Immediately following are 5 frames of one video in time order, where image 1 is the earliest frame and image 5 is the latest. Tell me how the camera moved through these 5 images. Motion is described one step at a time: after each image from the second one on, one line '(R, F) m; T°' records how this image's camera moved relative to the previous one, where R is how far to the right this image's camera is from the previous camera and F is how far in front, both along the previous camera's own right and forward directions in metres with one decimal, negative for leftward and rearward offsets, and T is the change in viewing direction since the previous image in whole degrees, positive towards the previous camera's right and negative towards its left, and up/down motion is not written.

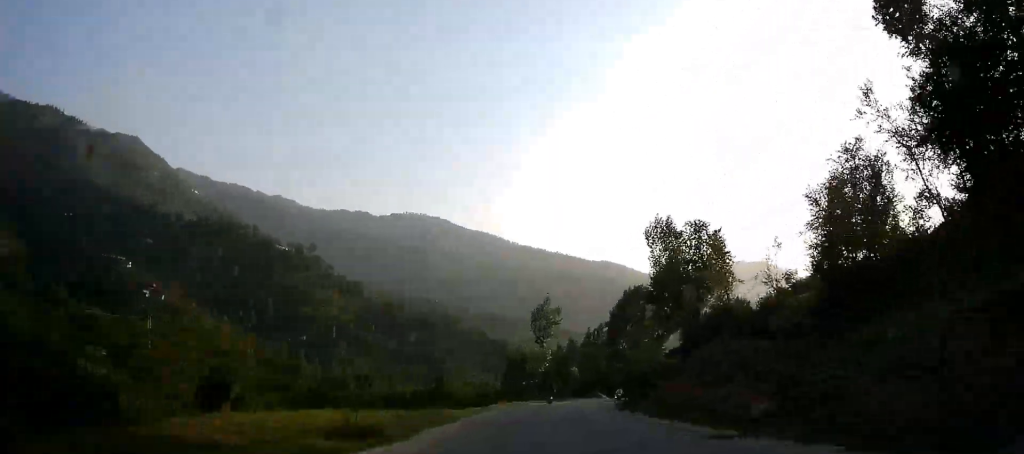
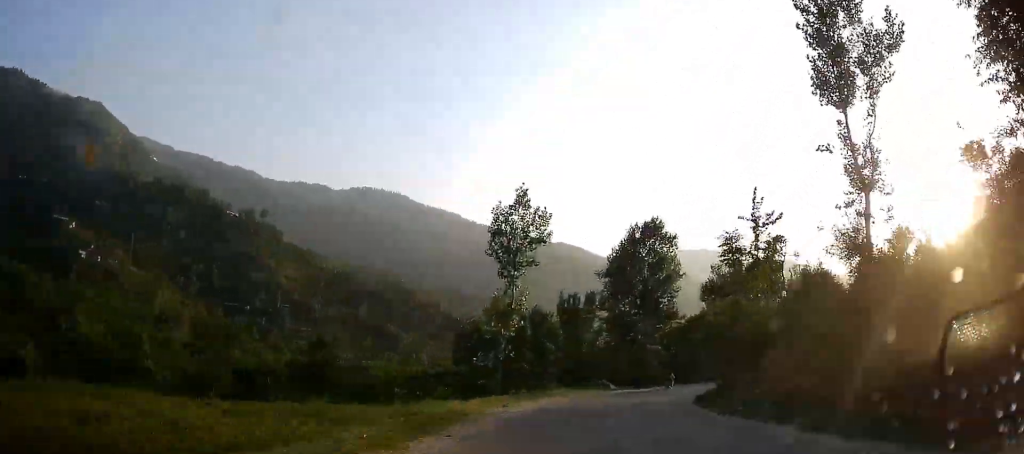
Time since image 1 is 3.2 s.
(-2.4, +28.7) m; -2°
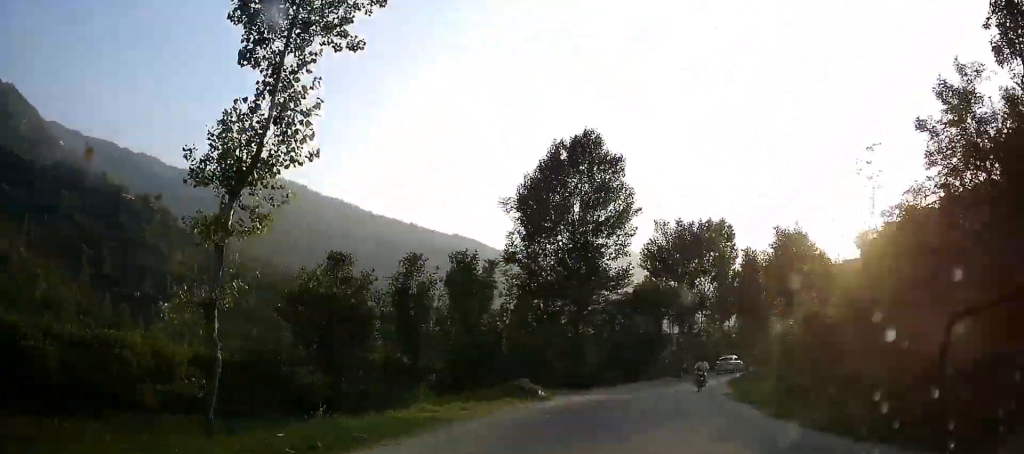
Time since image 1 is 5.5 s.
(+0.8, +20.0) m; +7°
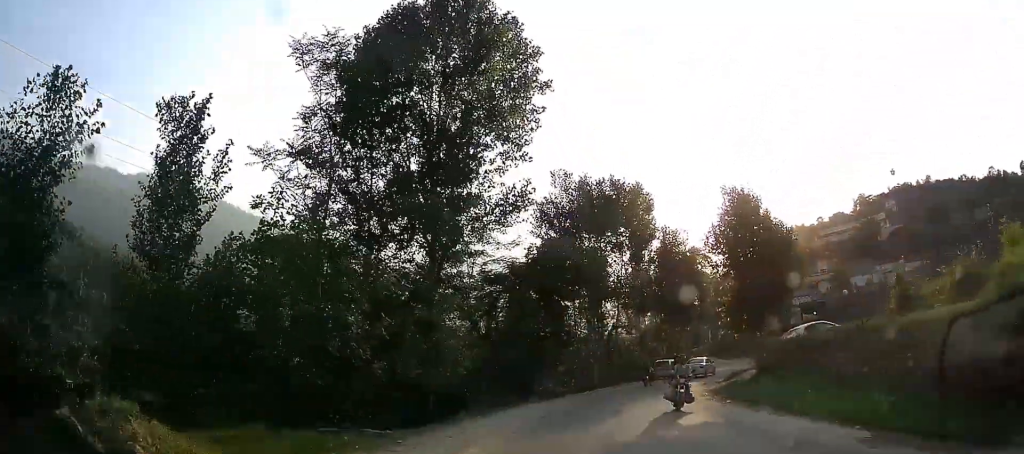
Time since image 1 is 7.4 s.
(+1.2, +16.5) m; +12°
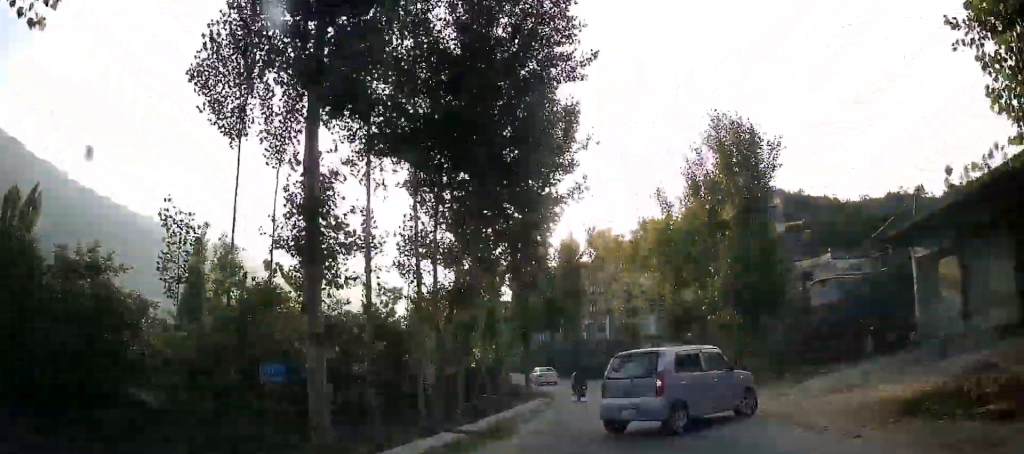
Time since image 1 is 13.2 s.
(+12.6, +47.1) m; +26°
